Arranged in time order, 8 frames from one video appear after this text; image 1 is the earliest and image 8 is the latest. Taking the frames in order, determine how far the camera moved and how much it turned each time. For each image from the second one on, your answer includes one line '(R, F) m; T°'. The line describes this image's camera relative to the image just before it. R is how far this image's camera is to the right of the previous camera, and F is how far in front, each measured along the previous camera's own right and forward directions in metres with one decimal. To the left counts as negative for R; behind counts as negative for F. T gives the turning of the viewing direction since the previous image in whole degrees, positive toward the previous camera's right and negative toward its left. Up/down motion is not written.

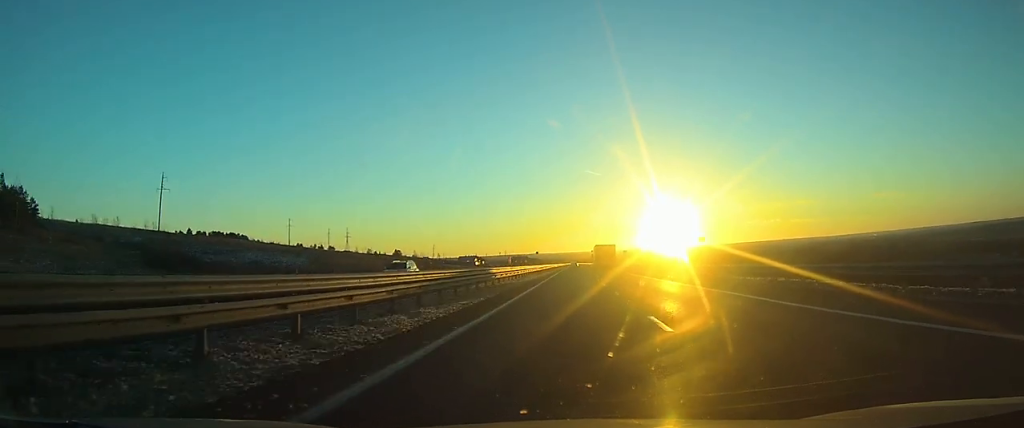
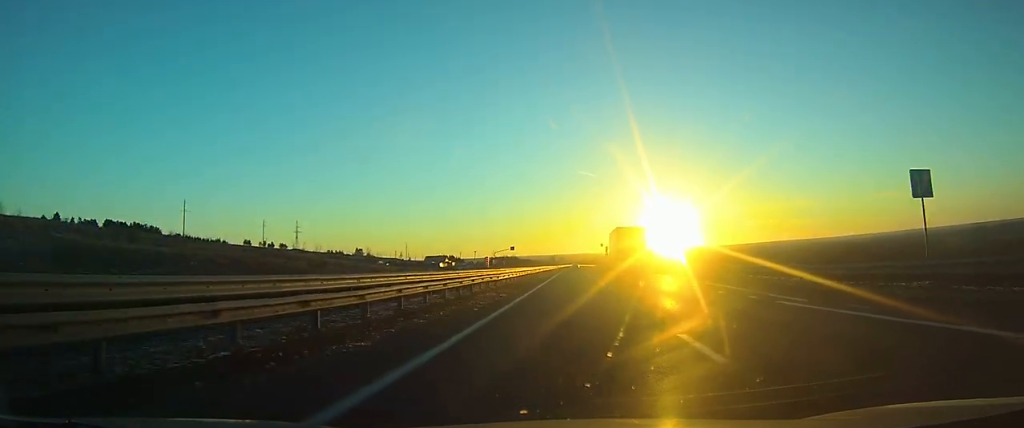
(0.0, +96.7) m; 0°
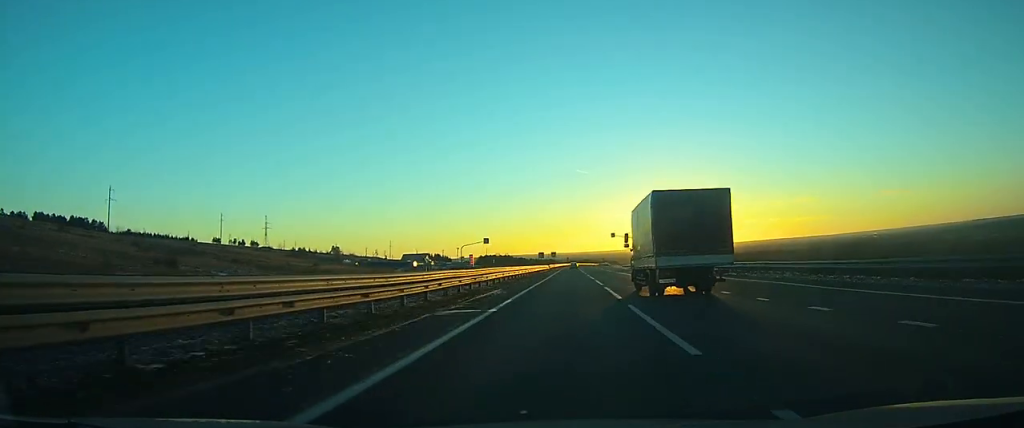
(0.0, +46.0) m; 0°
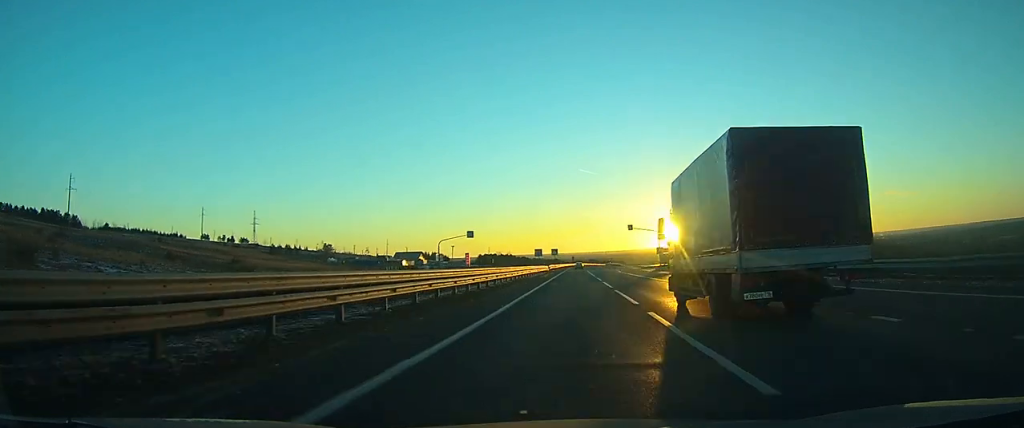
(-0.1, +24.2) m; 0°
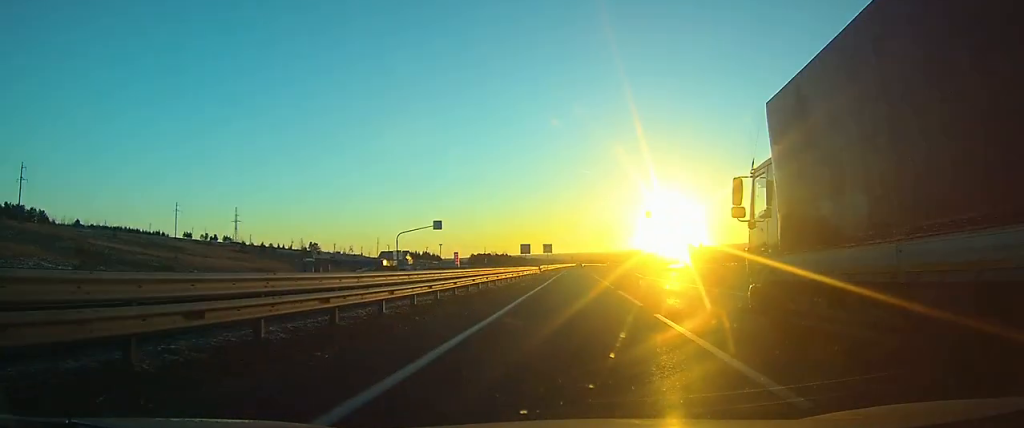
(-0.1, +22.5) m; 0°
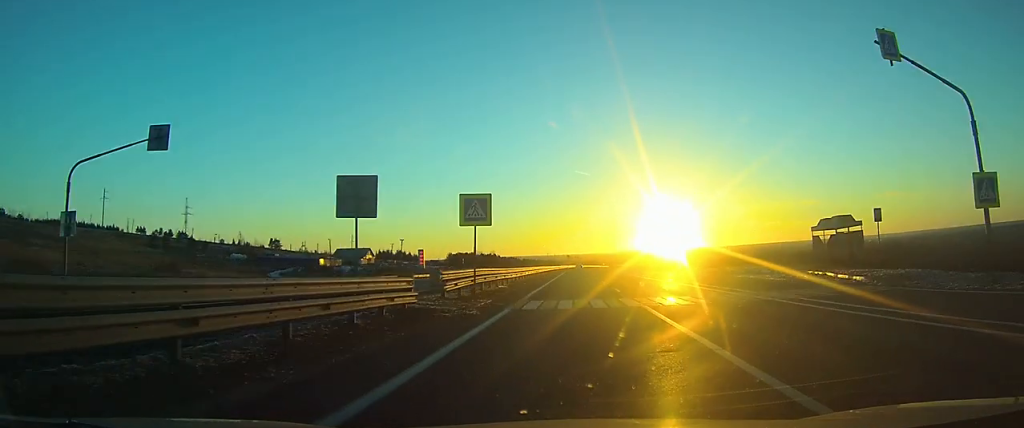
(+0.2, +55.1) m; 0°
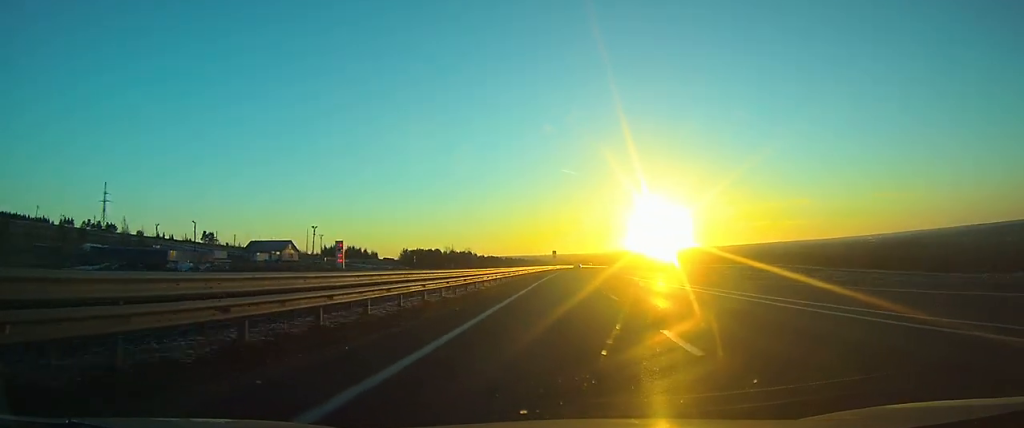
(+0.4, +72.6) m; +1°
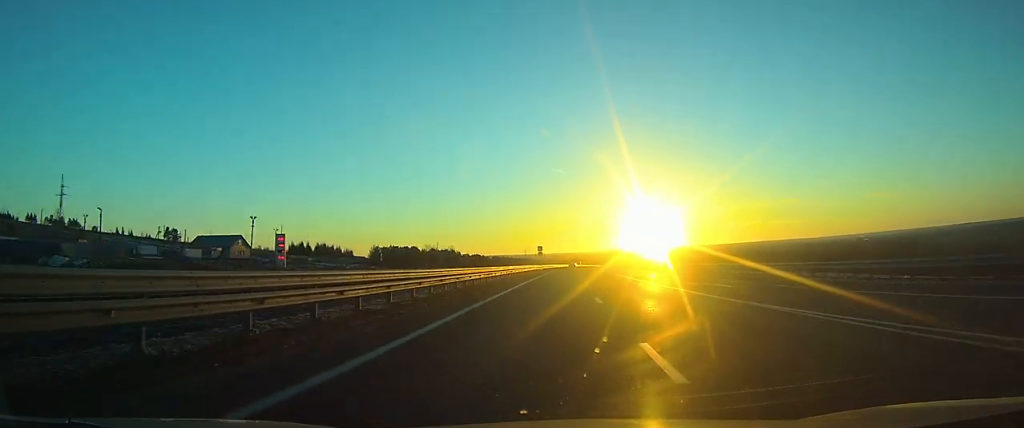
(+0.1, +27.1) m; +1°
